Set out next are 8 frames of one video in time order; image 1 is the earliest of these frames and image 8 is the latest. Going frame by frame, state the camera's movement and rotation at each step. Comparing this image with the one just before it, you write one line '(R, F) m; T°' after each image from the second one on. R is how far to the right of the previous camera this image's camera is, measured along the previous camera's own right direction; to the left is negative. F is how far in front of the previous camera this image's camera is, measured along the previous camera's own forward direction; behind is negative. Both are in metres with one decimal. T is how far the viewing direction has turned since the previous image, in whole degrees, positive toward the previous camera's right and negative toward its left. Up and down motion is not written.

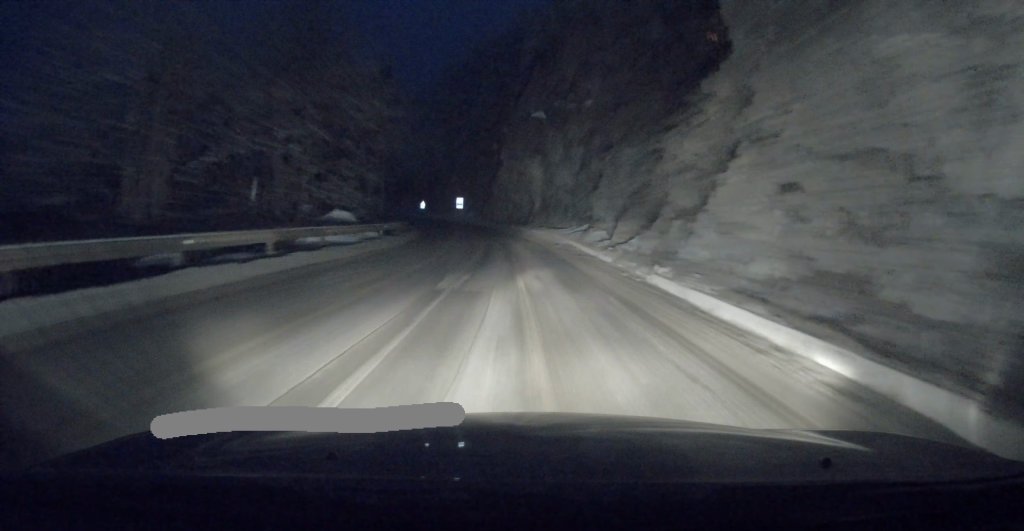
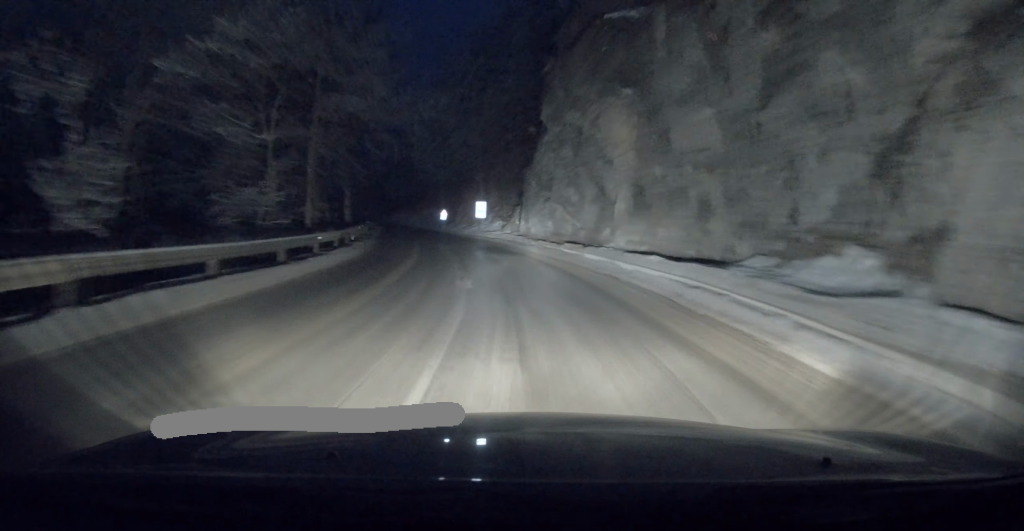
(-0.7, +23.3) m; -5°
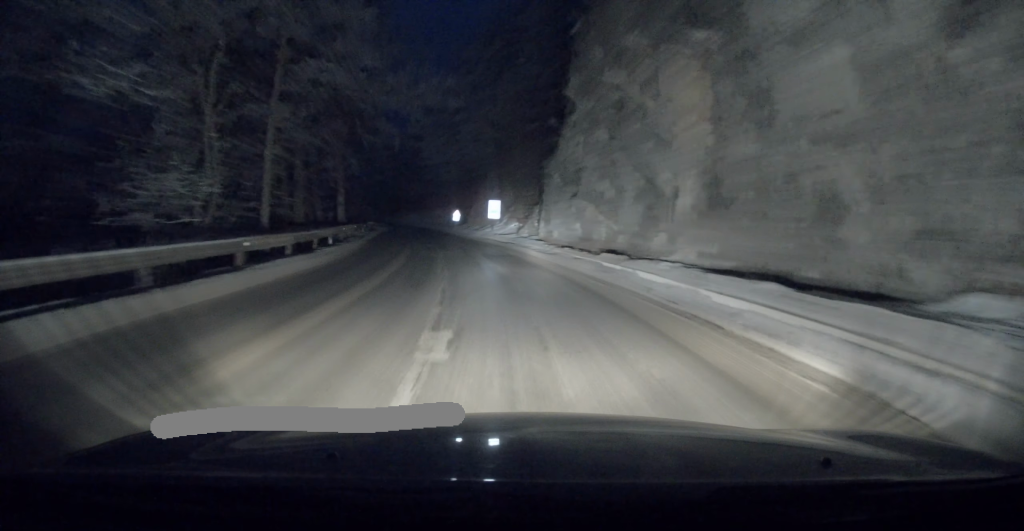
(-0.2, +5.8) m; -2°
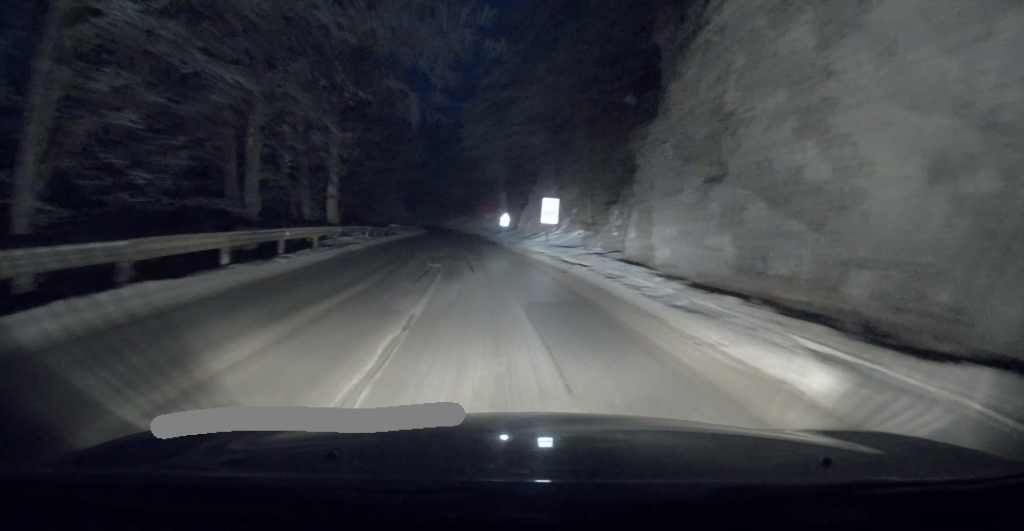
(-0.3, +11.7) m; -3°
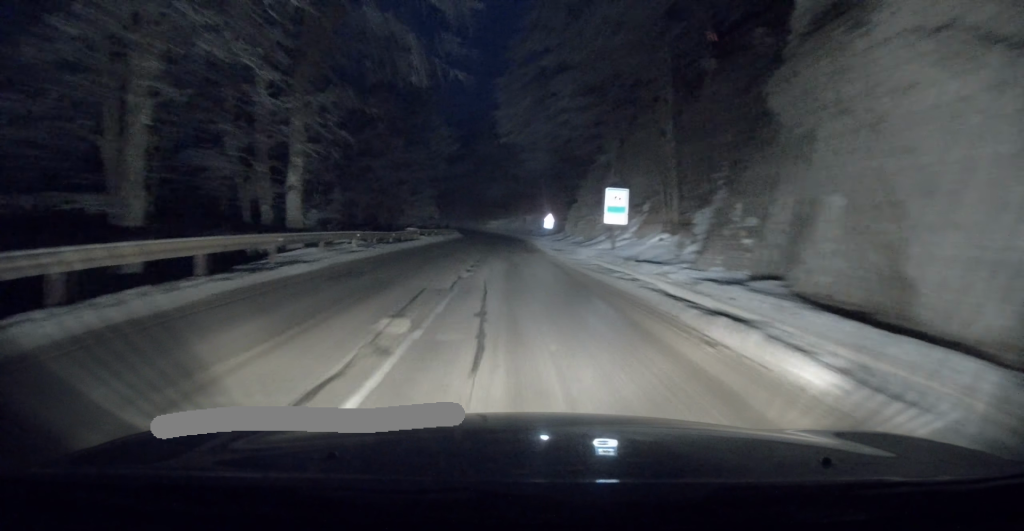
(-0.1, +9.1) m; -1°
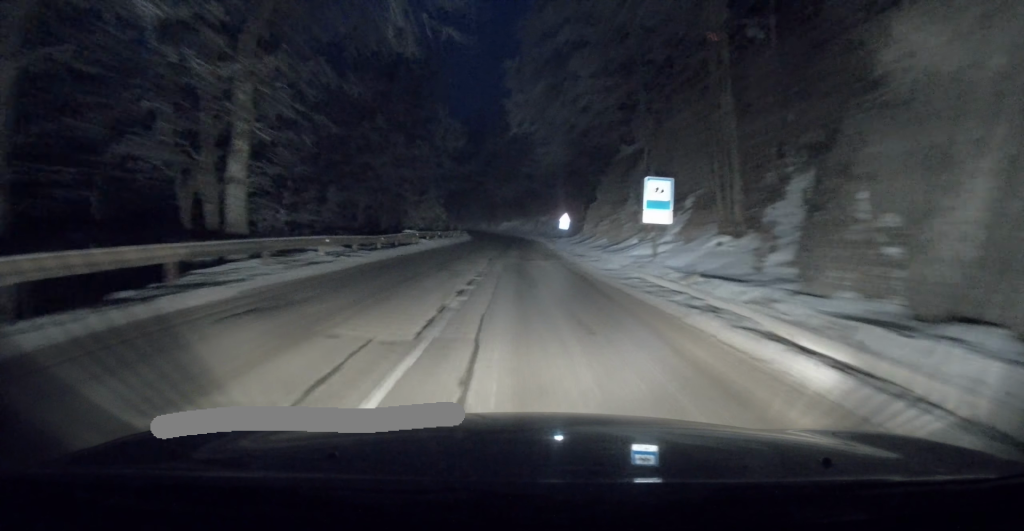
(-0.1, +4.6) m; 0°
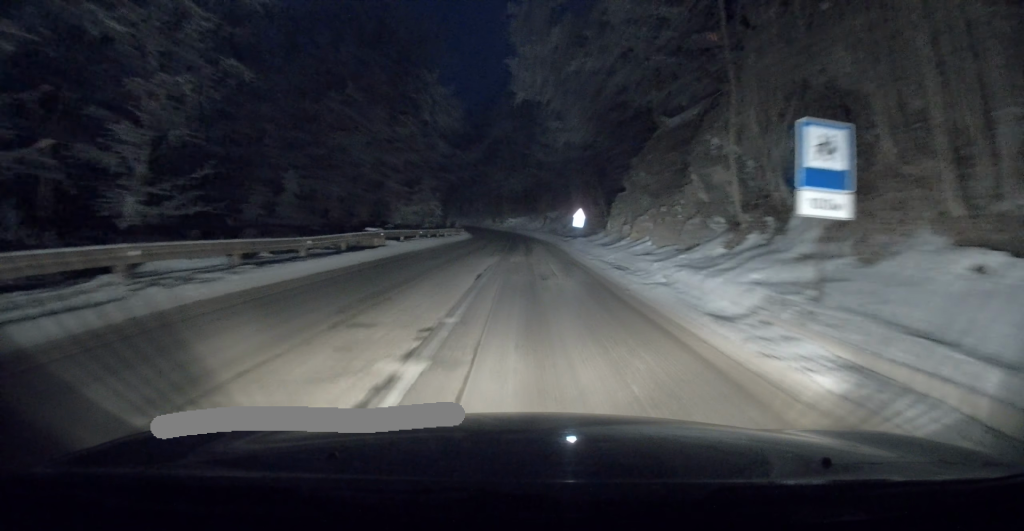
(0.0, +9.0) m; -1°
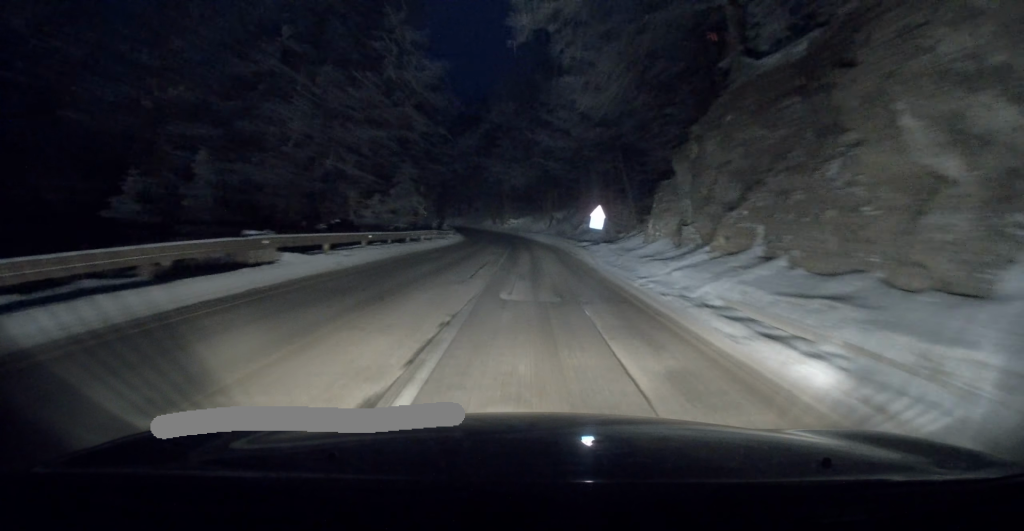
(-0.3, +10.4) m; -2°
